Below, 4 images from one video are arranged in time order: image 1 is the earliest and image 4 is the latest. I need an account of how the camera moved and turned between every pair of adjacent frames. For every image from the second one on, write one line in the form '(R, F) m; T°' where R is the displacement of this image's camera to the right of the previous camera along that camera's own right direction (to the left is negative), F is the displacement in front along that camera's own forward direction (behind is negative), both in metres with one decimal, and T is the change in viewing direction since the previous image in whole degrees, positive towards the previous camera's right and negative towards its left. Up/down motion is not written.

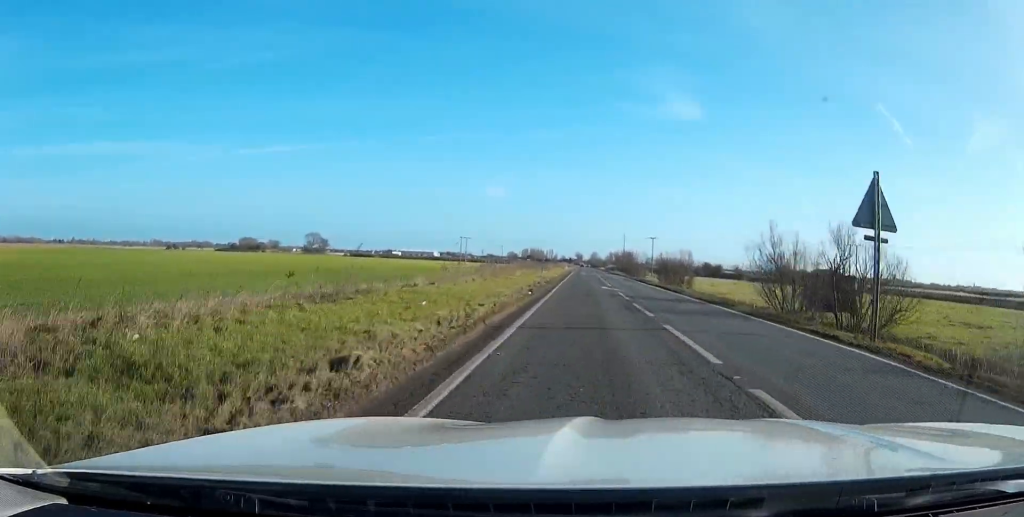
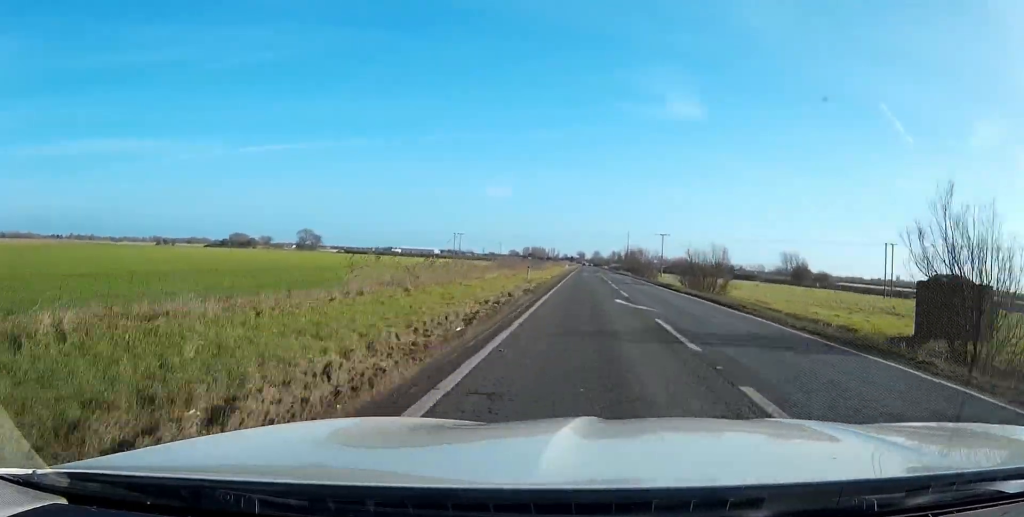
(0.0, +16.0) m; 0°
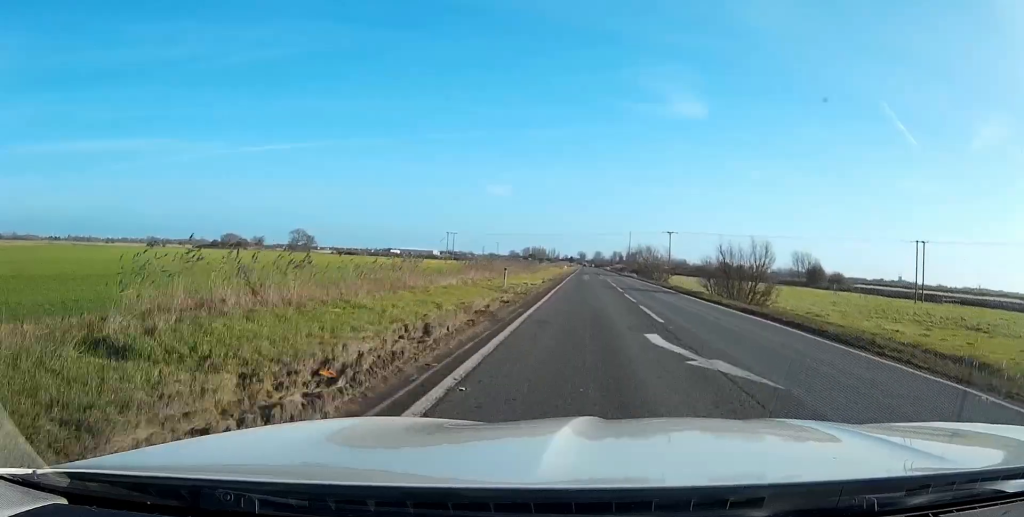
(0.0, +12.7) m; 0°
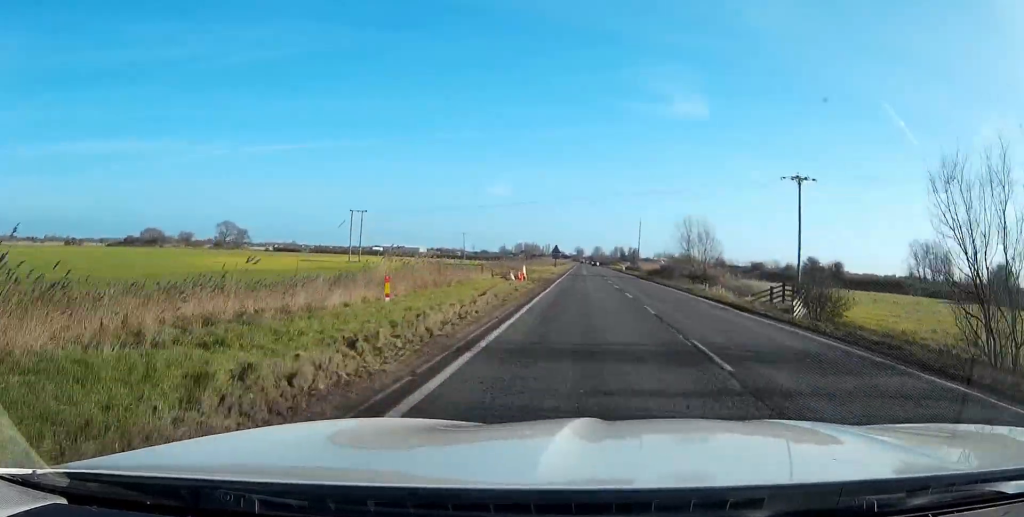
(-0.1, +90.4) m; 0°
